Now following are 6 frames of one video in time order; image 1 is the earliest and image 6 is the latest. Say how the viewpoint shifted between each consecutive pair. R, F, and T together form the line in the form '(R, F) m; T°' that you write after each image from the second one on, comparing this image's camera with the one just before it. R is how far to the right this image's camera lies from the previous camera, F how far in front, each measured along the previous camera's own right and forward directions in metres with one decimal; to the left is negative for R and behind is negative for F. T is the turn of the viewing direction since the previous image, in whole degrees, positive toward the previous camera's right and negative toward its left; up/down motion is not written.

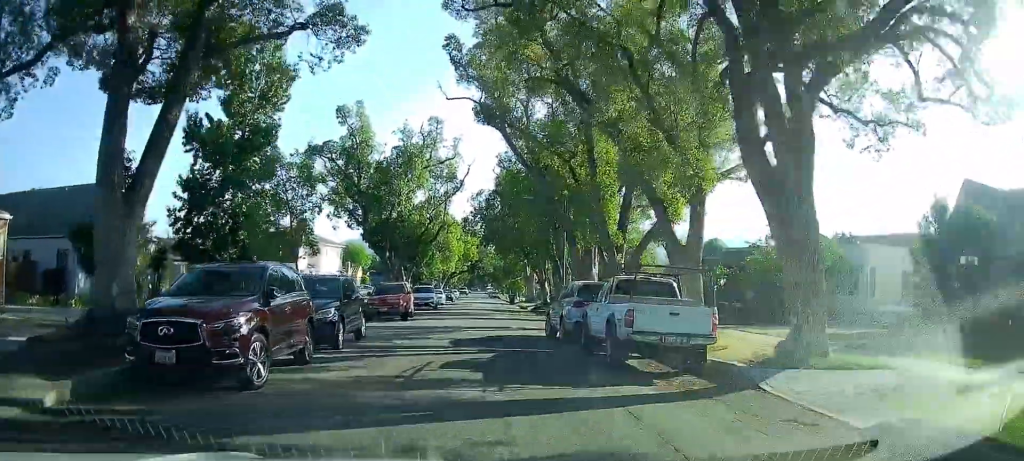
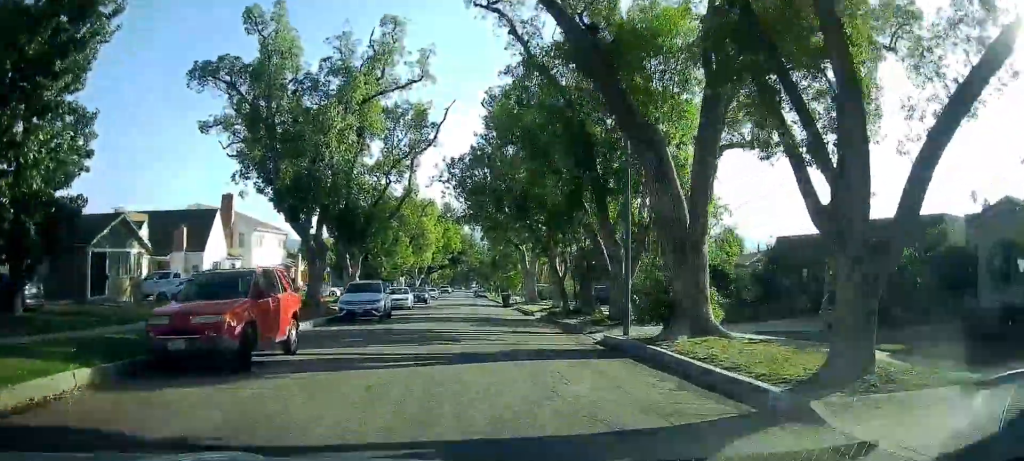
(0.0, +17.4) m; 0°
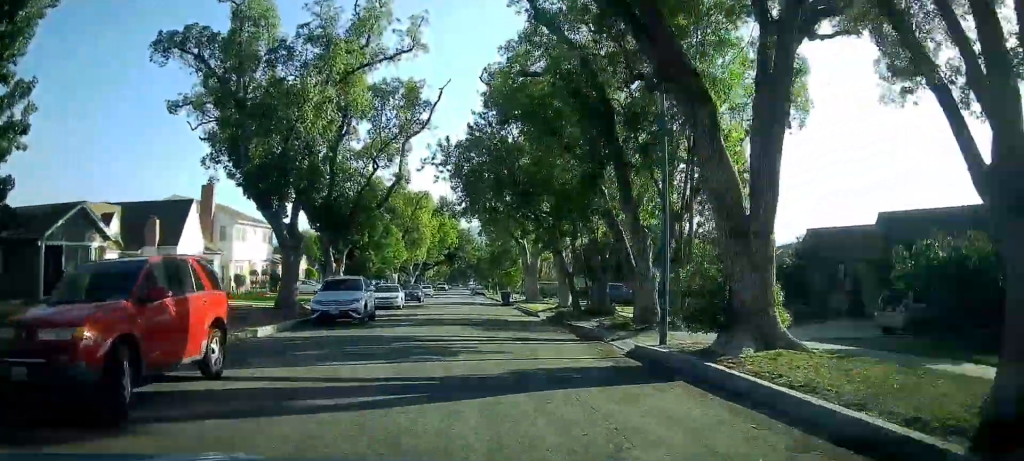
(+0.1, +3.6) m; 0°
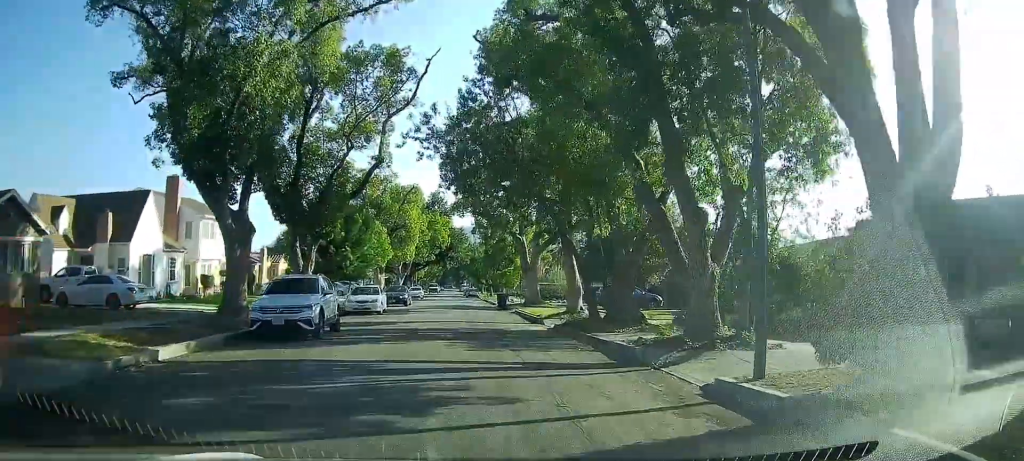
(+0.3, +4.9) m; 0°
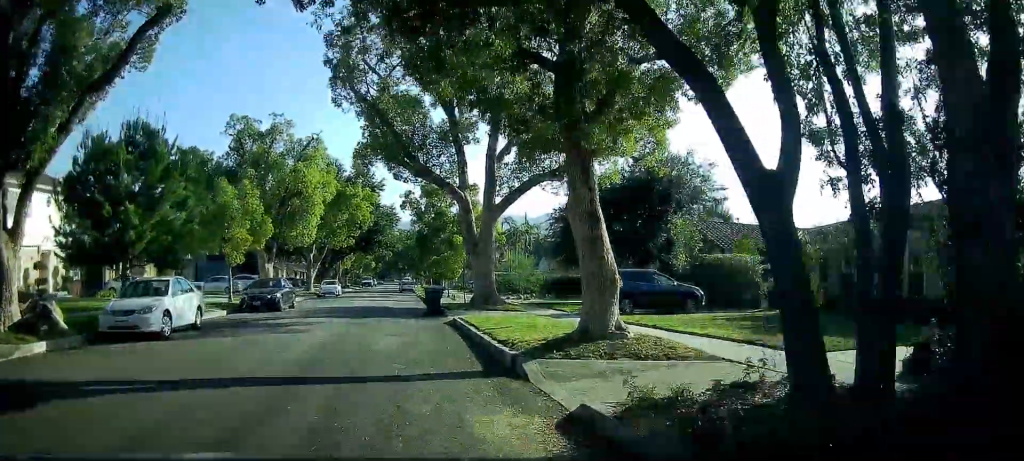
(+1.0, +20.2) m; +5°
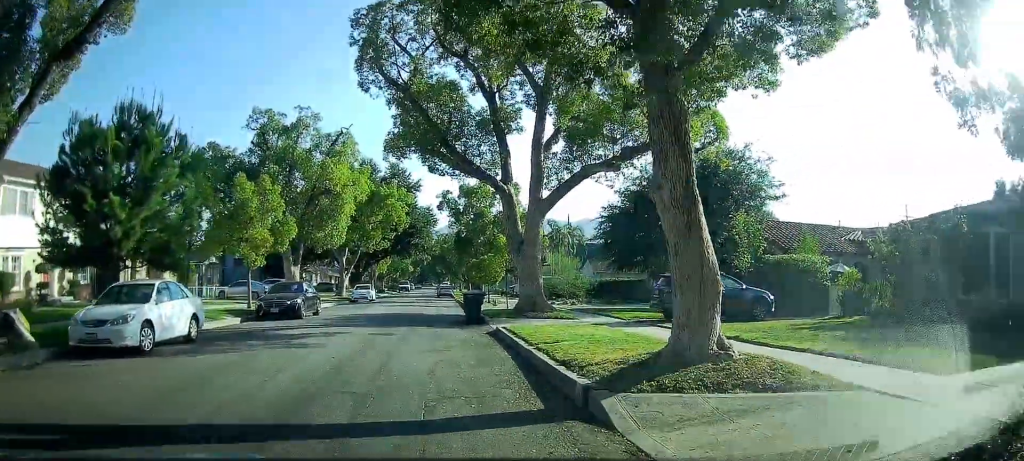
(+0.1, +3.3) m; -5°
